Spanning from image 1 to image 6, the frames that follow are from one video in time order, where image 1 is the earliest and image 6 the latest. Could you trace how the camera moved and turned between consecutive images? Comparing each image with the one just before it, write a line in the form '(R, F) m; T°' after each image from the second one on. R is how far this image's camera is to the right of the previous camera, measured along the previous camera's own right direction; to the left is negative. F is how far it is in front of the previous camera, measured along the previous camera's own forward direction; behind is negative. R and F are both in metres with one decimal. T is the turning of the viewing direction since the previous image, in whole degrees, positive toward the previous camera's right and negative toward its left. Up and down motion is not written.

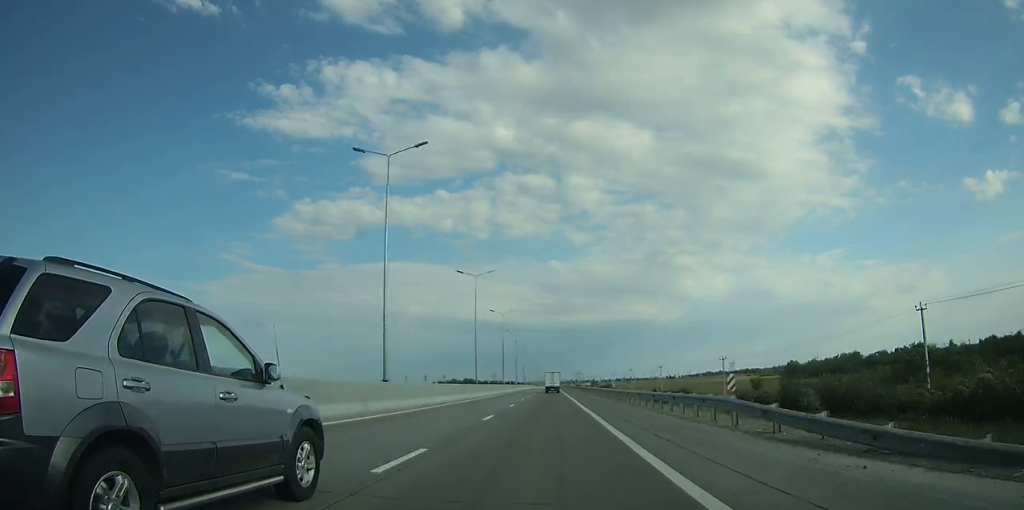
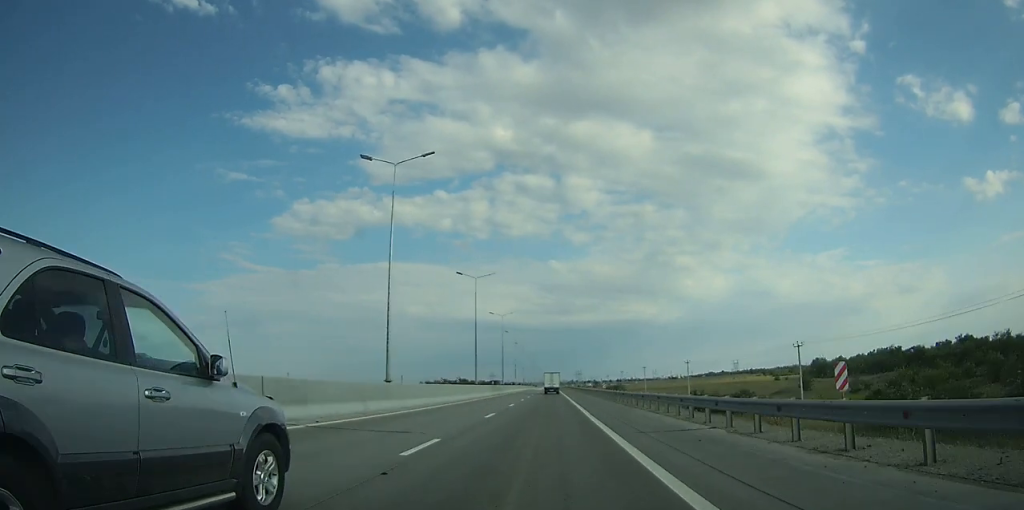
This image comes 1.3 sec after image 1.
(0.0, +32.9) m; 0°
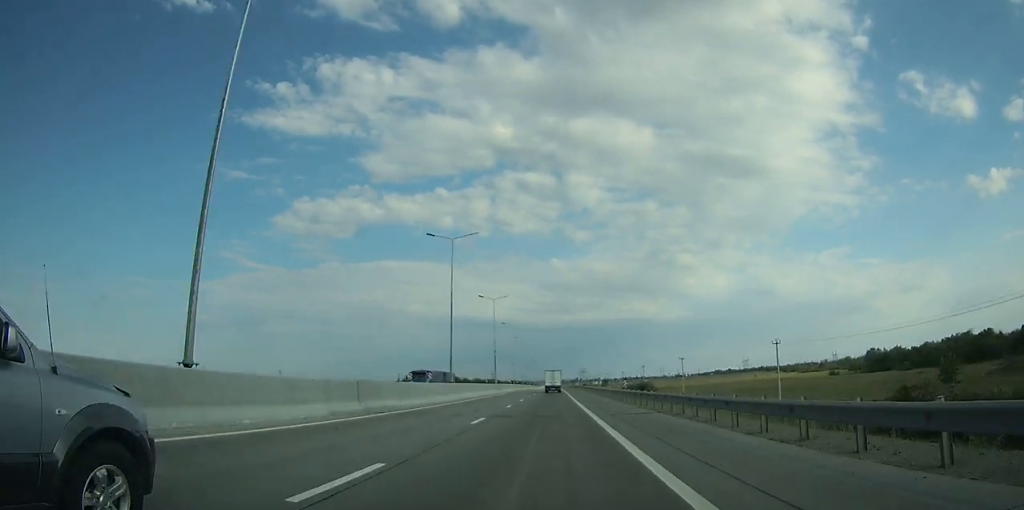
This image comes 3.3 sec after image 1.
(-0.1, +52.3) m; 0°
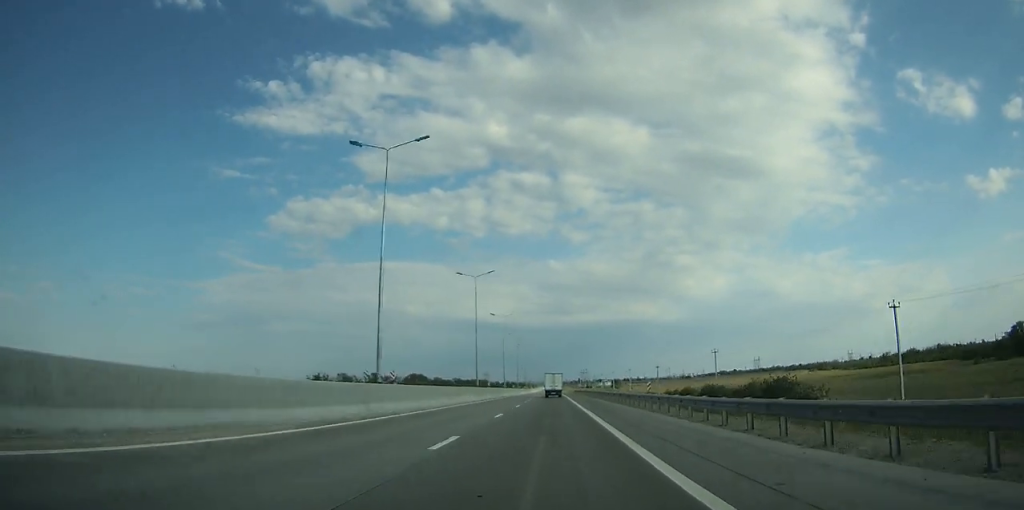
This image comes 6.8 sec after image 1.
(-0.1, +92.5) m; 0°
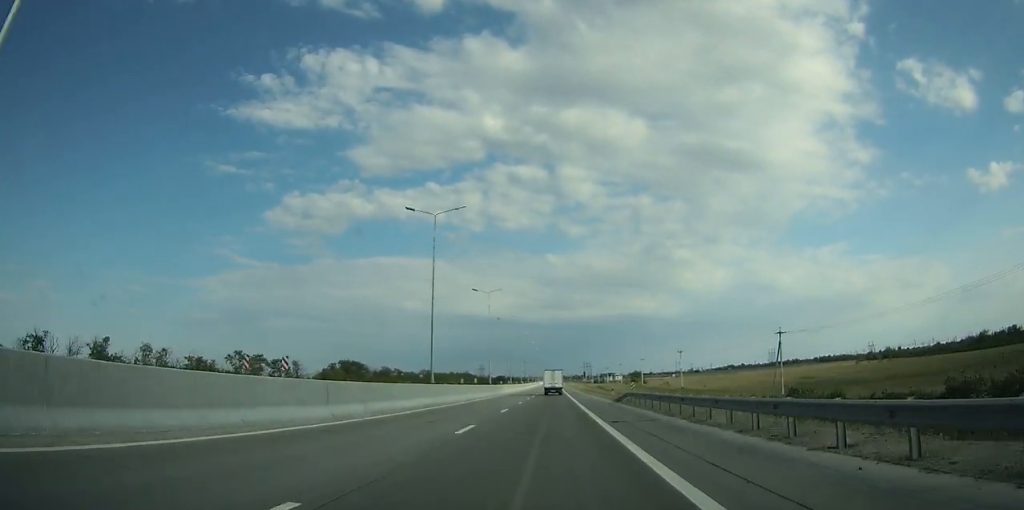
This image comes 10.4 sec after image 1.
(-0.4, +93.5) m; 0°
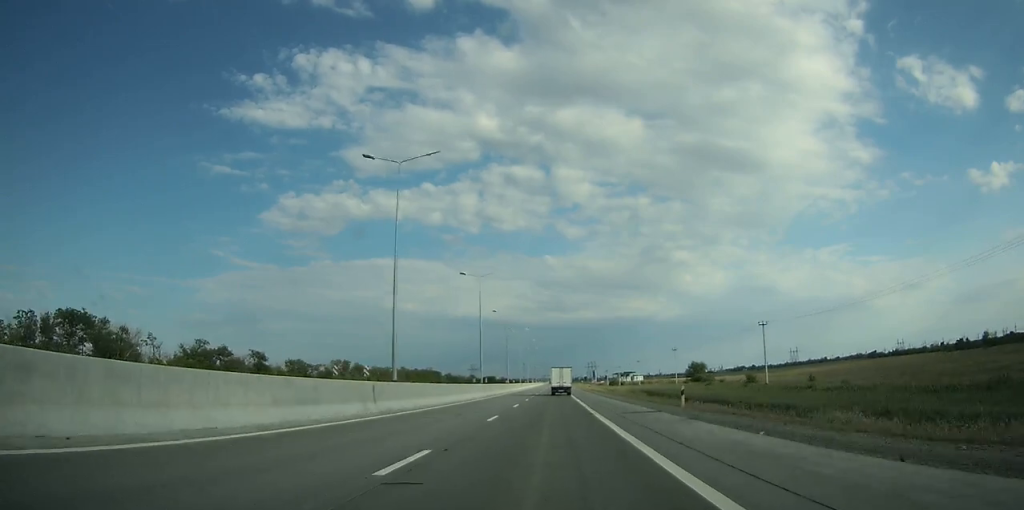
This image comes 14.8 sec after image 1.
(+0.2, +112.1) m; 0°
